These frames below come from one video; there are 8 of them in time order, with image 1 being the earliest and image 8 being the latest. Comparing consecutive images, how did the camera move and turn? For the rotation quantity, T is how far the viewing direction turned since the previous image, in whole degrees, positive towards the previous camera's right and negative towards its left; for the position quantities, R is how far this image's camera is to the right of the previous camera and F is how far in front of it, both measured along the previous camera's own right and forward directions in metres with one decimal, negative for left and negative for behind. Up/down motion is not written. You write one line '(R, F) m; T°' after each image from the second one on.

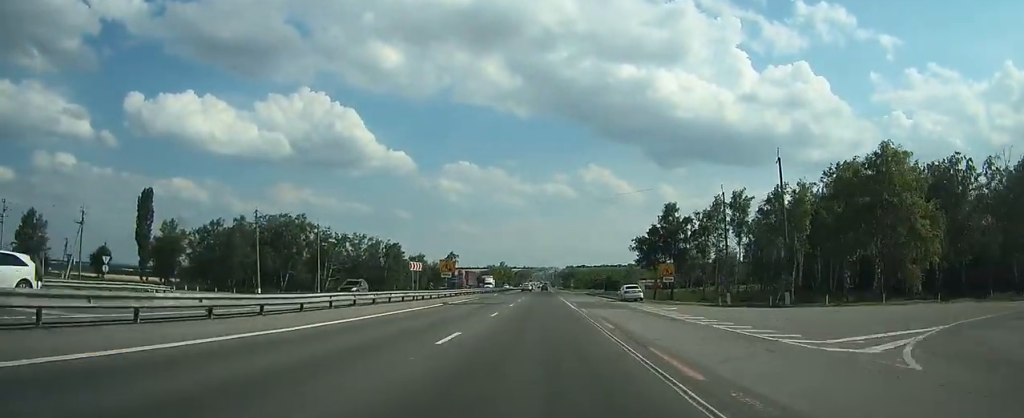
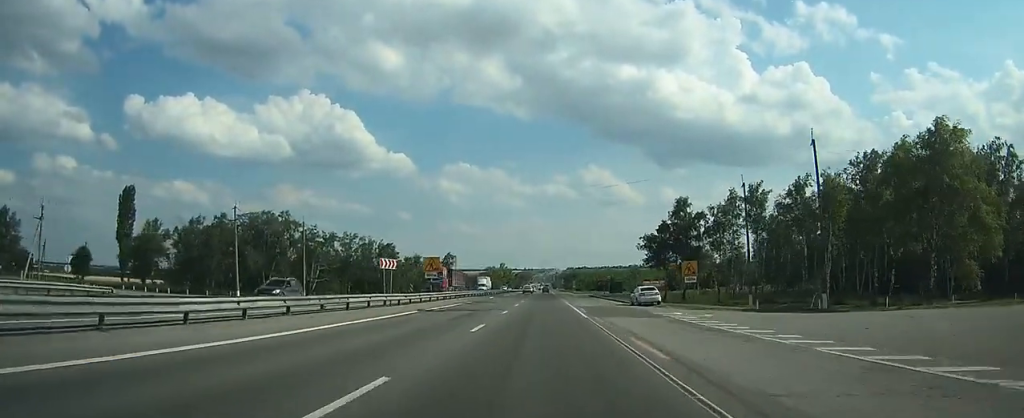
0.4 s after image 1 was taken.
(0.0, +7.4) m; 0°
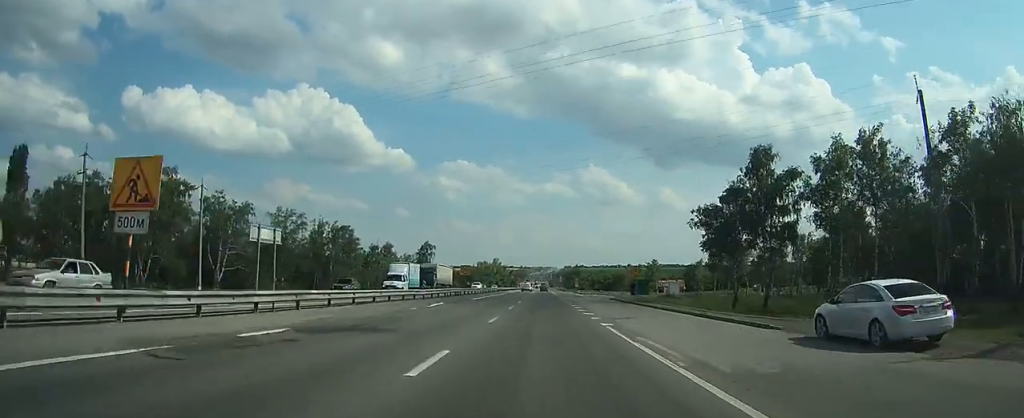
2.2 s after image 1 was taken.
(-0.1, +32.7) m; 0°
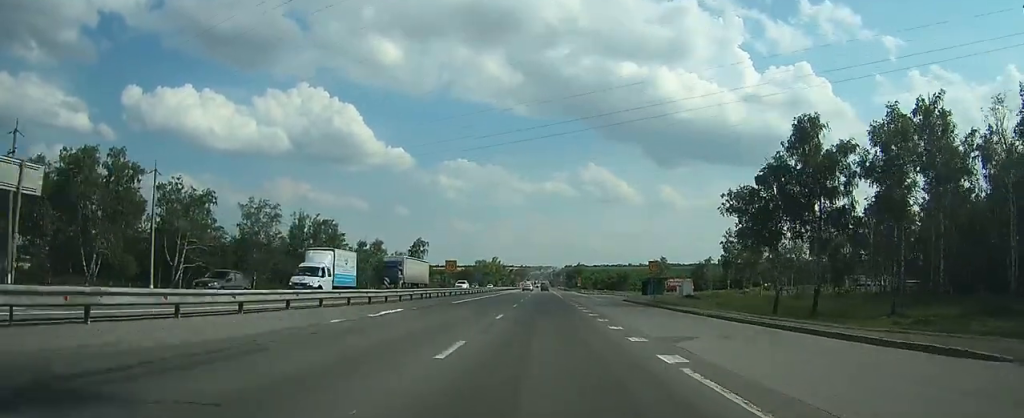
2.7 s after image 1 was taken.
(0.0, +9.9) m; 0°
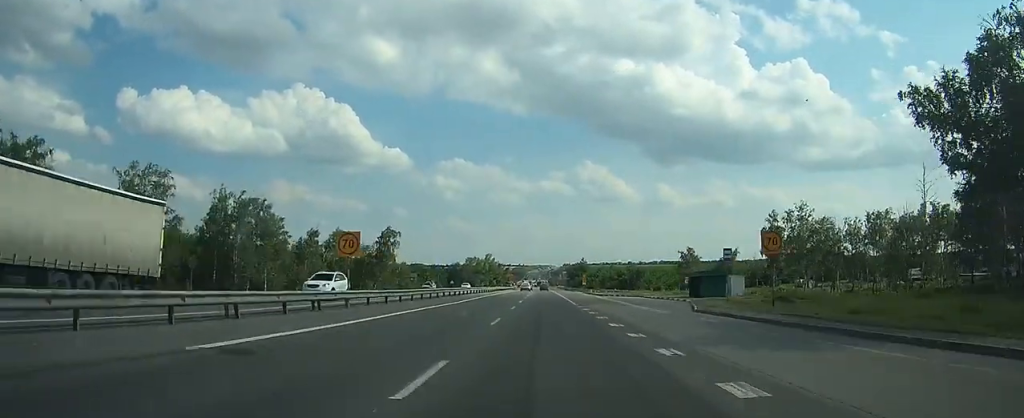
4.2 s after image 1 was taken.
(-0.2, +27.2) m; -1°
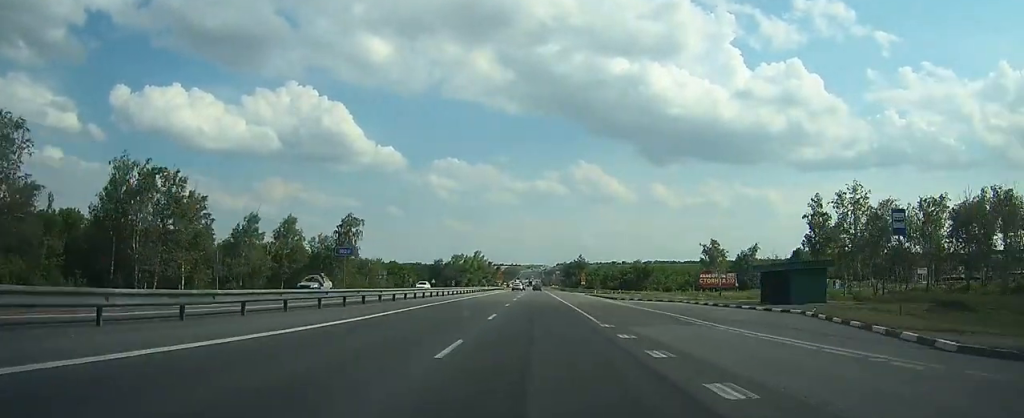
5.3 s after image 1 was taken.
(-0.1, +20.3) m; 0°
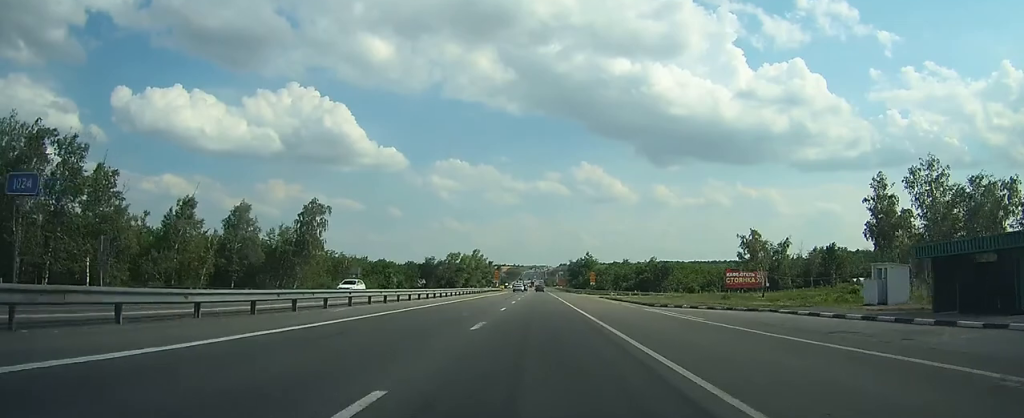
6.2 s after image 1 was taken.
(0.0, +17.2) m; 0°
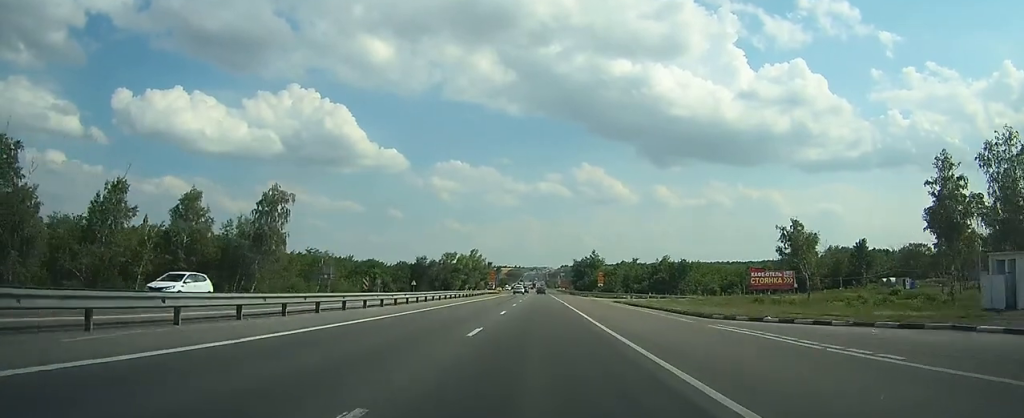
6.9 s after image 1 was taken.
(0.0, +12.9) m; 0°
